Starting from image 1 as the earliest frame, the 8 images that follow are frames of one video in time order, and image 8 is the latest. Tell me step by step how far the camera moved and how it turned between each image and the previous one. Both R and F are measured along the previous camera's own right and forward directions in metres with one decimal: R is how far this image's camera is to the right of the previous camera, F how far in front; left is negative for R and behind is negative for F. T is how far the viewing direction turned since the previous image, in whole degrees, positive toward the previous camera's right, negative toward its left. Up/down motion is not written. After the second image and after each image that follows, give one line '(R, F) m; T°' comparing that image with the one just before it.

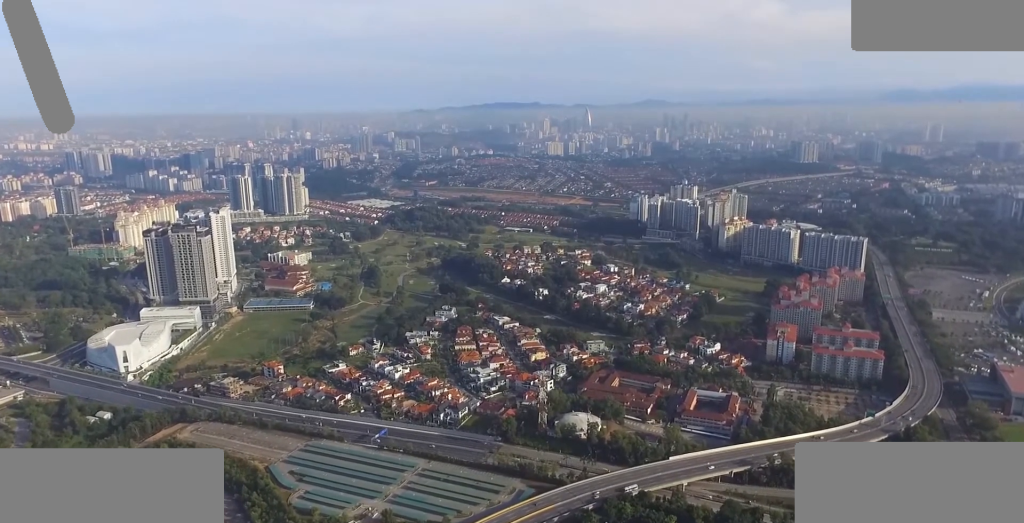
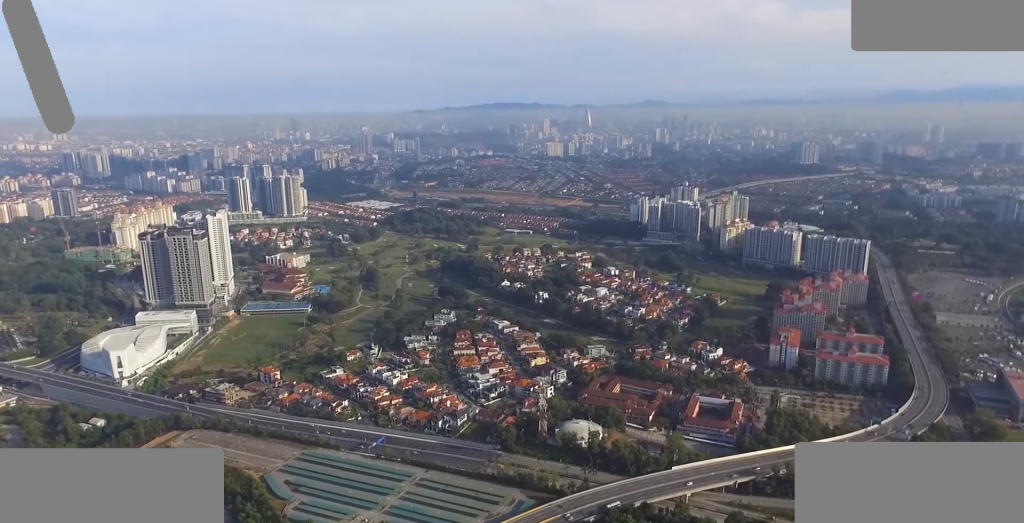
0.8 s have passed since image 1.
(0.0, +11.3) m; 0°
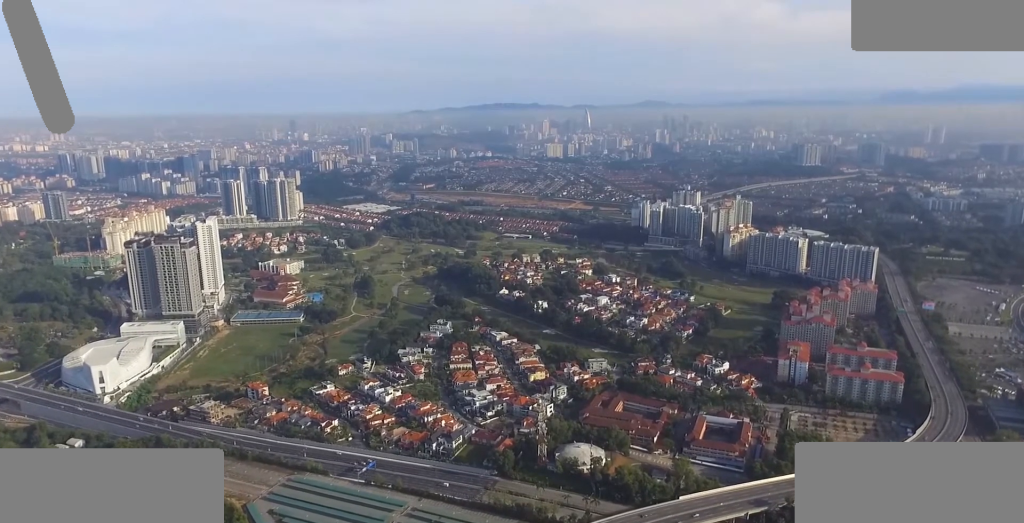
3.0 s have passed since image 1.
(+0.1, +32.7) m; 0°
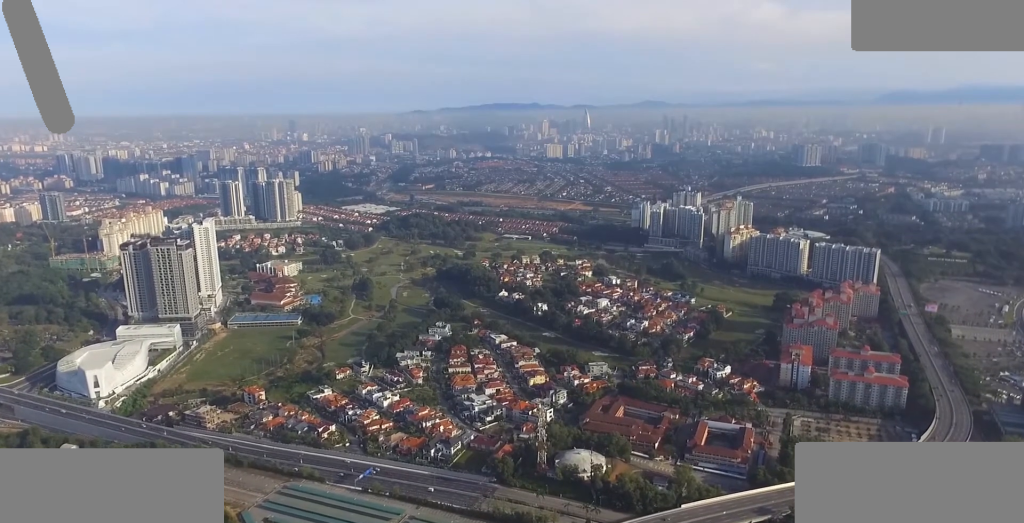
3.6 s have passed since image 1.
(0.0, +8.9) m; 0°
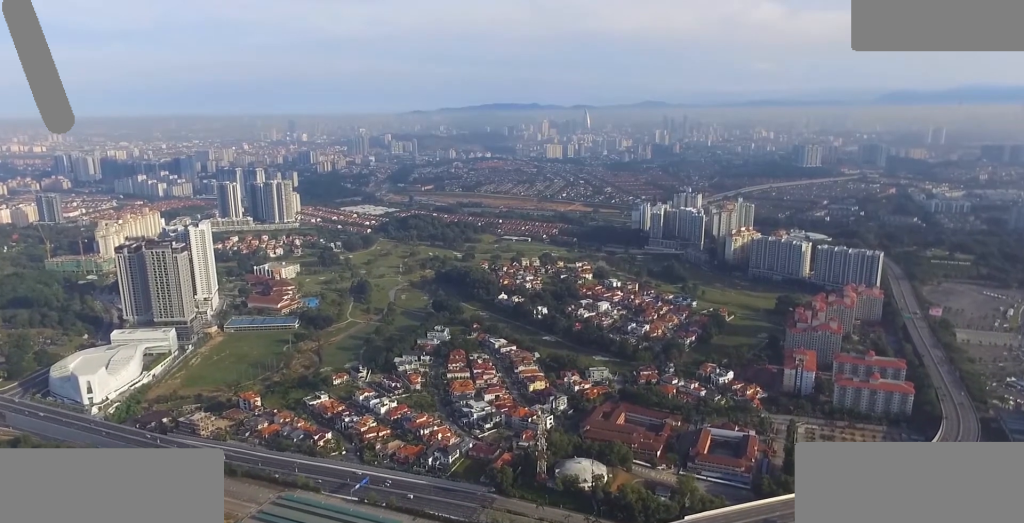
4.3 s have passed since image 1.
(0.0, +11.3) m; 0°
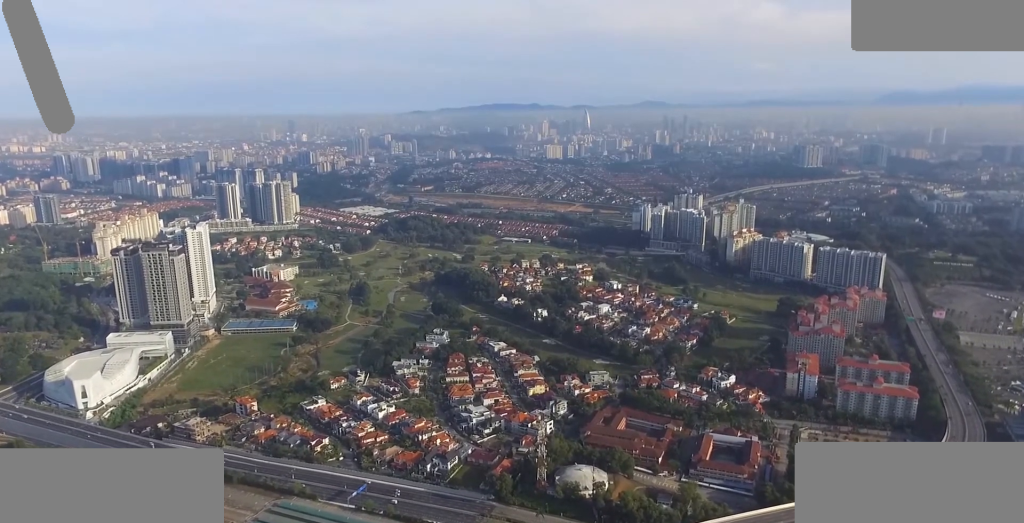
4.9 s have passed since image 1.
(0.0, +8.9) m; 0°
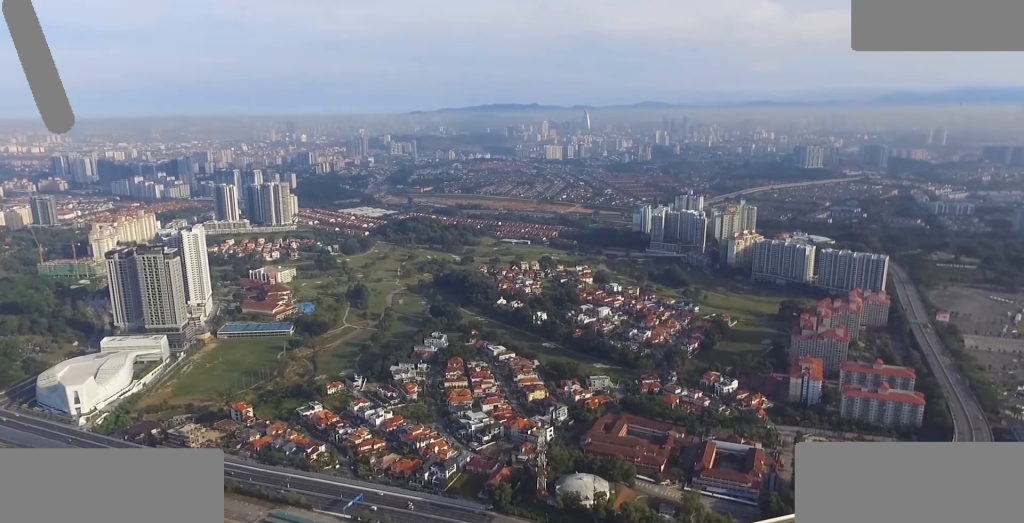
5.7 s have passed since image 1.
(0.0, +11.2) m; 0°
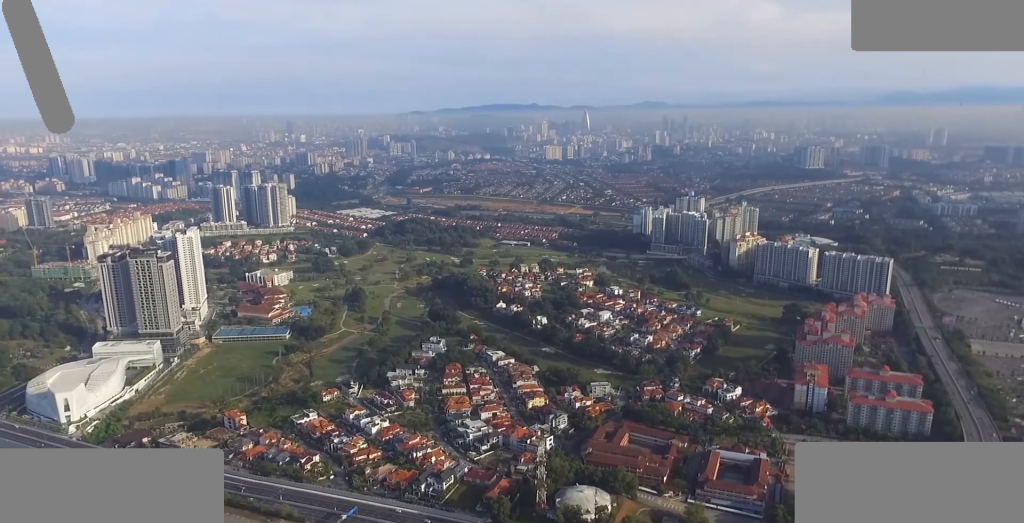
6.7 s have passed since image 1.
(-0.1, +15.4) m; +1°
